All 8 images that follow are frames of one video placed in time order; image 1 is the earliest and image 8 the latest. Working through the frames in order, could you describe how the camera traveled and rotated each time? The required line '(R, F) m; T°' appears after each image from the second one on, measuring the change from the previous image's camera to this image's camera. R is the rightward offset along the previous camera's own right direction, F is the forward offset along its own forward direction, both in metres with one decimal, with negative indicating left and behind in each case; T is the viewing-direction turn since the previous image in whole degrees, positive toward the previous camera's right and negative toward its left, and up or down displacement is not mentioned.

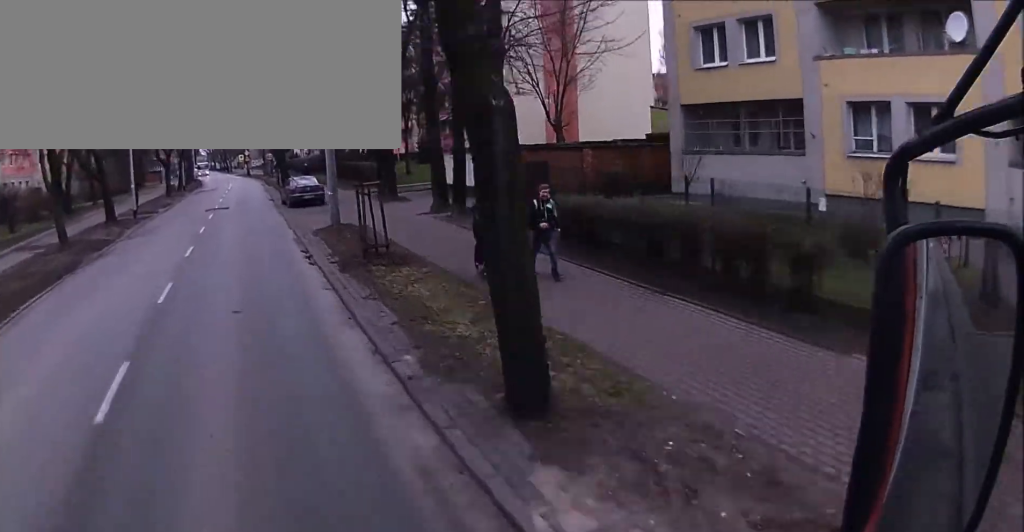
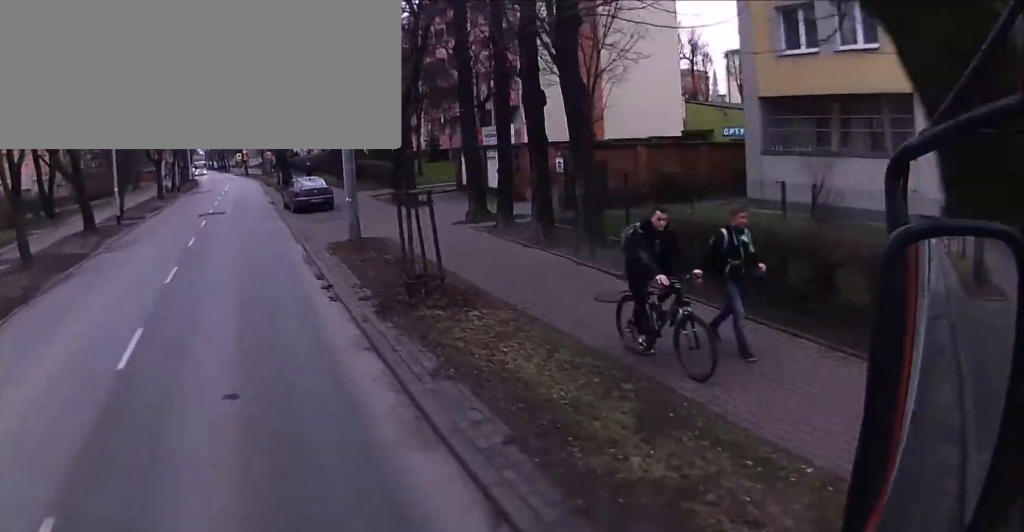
(0.0, +3.9) m; 0°
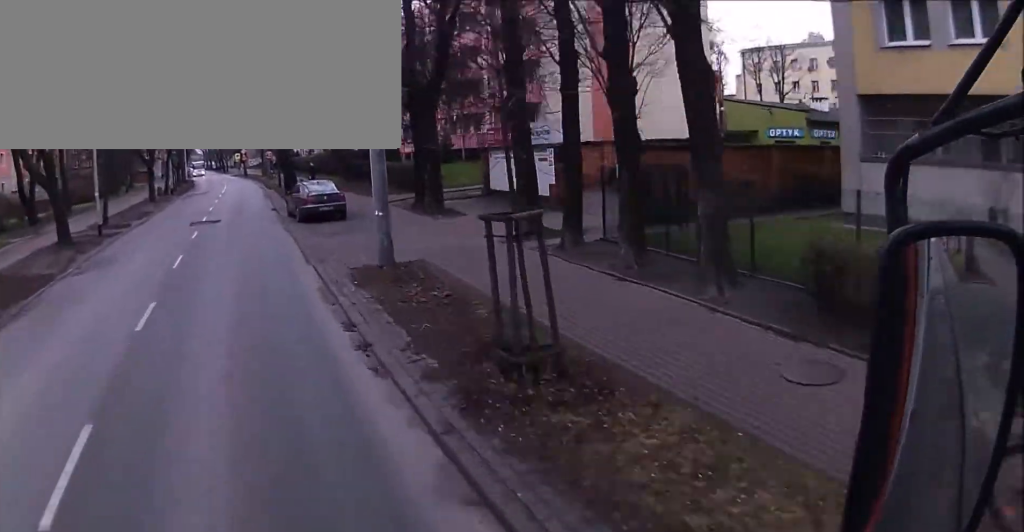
(0.0, +3.4) m; +1°
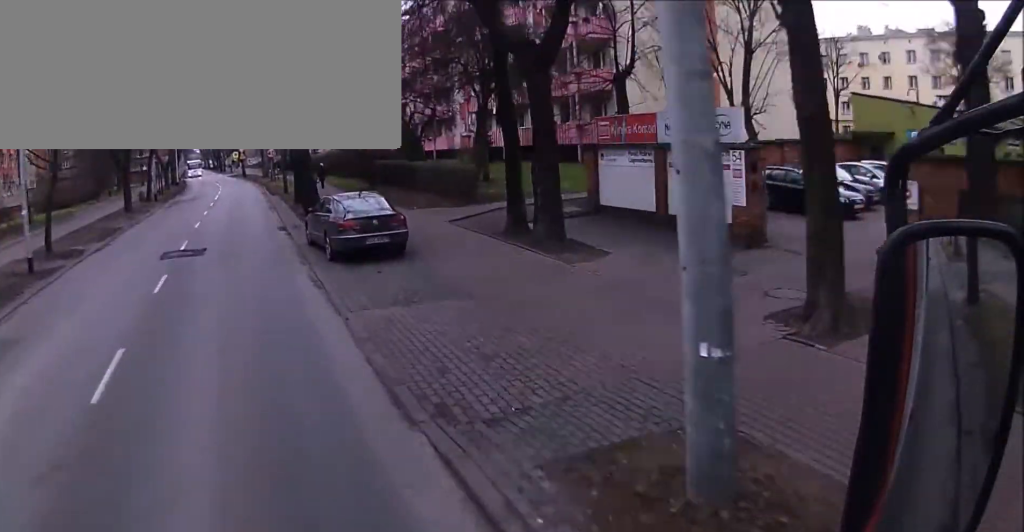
(+0.1, +9.3) m; +3°
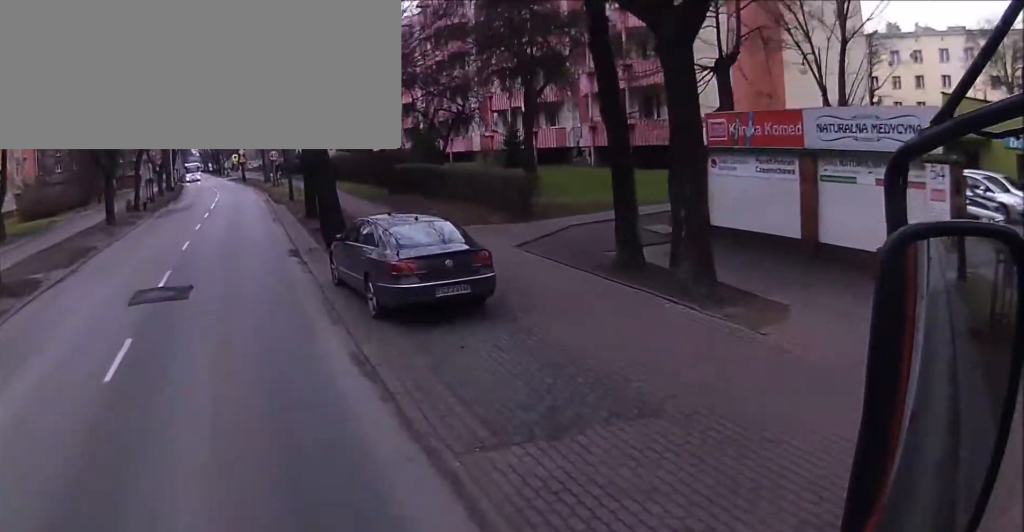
(+0.3, +5.0) m; 0°
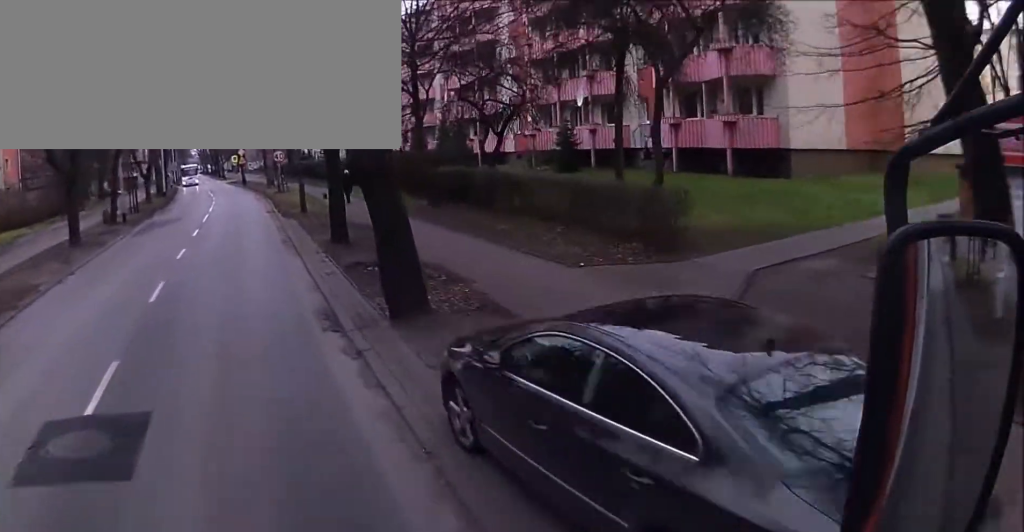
(-0.1, +7.0) m; -2°
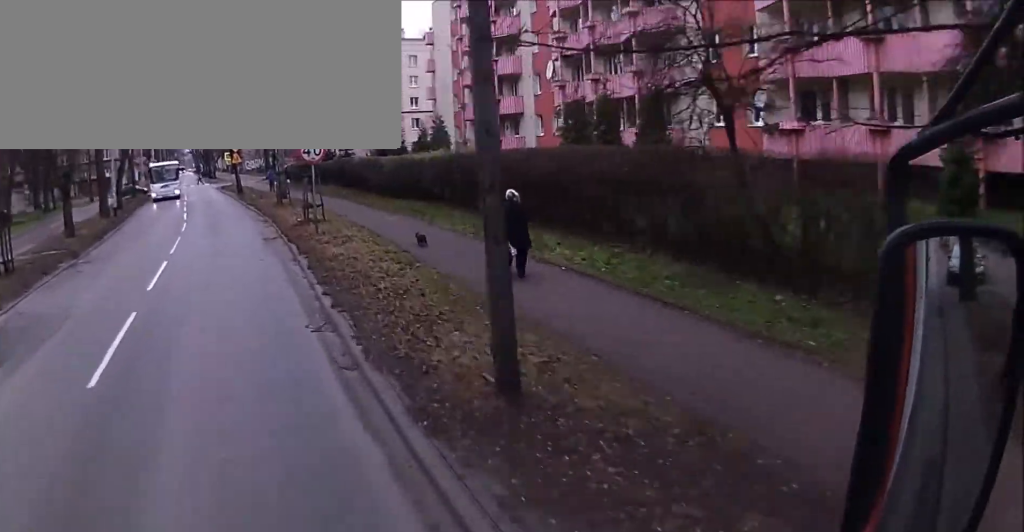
(-0.6, +22.1) m; -2°
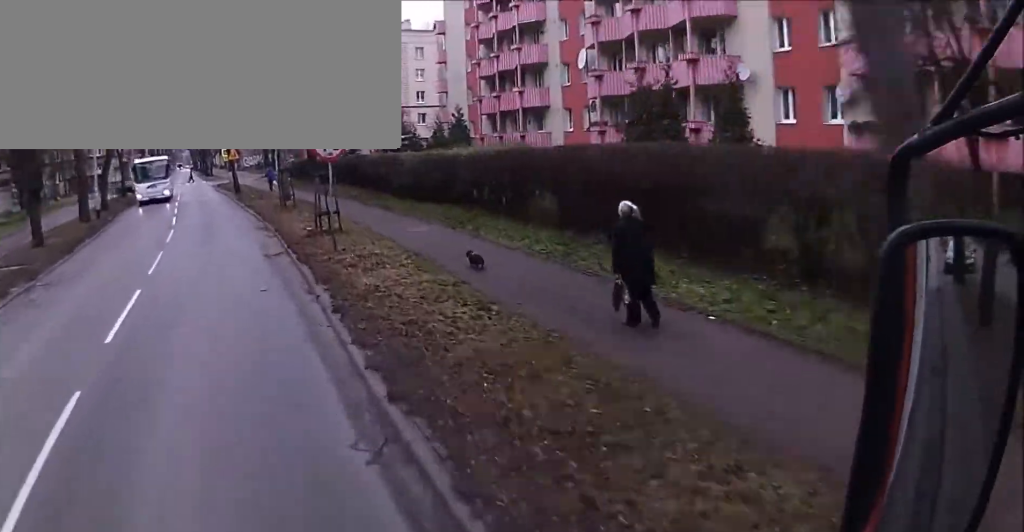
(0.0, +4.4) m; 0°
